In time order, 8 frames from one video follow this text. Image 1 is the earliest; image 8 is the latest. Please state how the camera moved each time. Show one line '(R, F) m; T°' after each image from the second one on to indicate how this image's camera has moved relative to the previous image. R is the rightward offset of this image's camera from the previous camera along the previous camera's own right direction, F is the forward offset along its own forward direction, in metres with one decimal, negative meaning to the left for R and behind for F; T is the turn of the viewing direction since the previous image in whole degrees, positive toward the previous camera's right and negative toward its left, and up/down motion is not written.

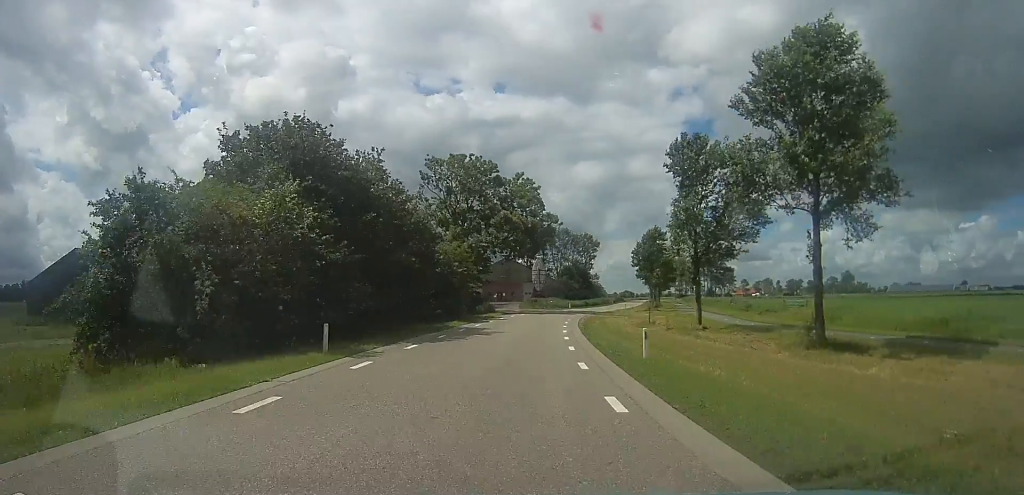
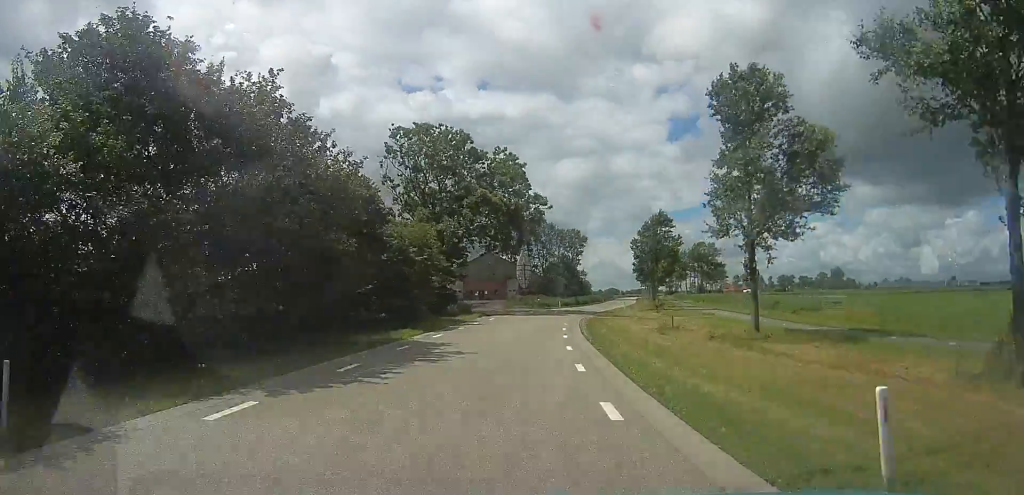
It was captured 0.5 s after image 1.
(+0.4, +8.3) m; +3°
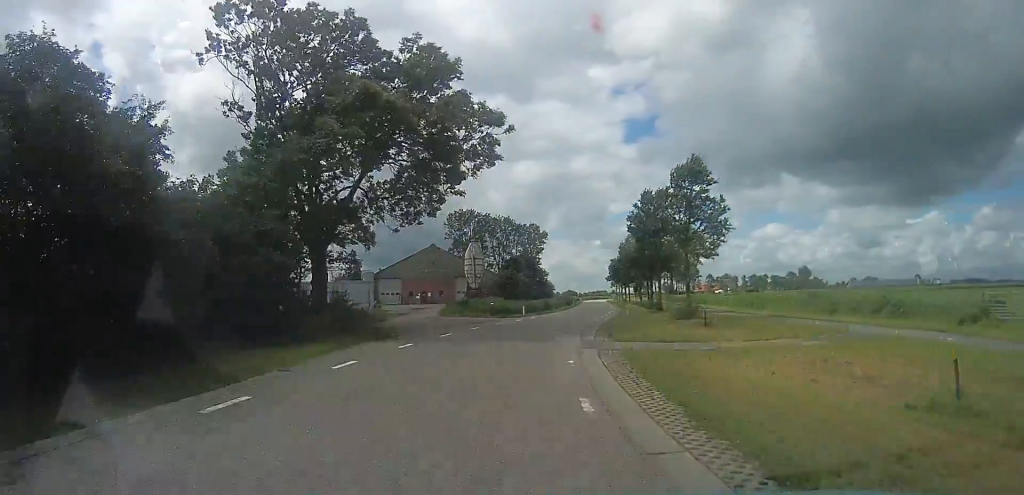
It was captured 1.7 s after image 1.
(+1.2, +19.5) m; +4°
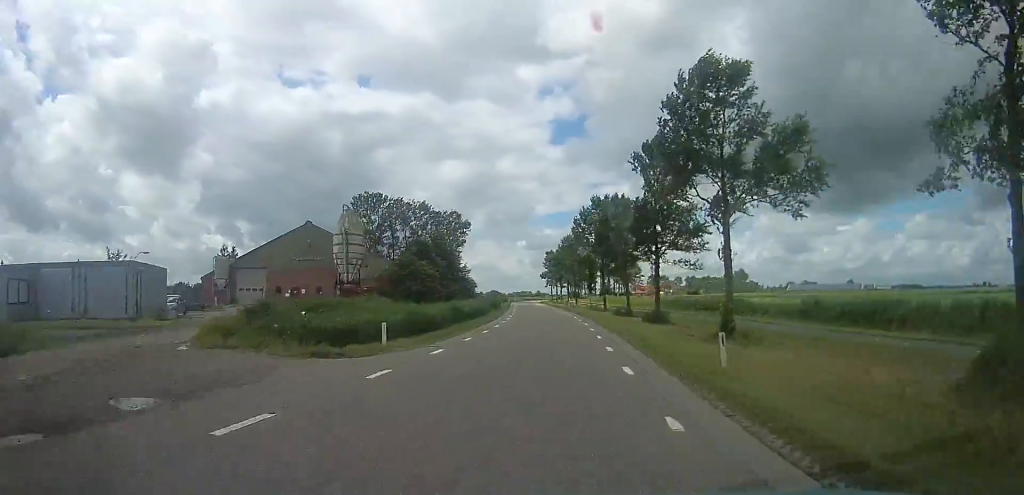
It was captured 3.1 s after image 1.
(+0.1, +24.7) m; +5°
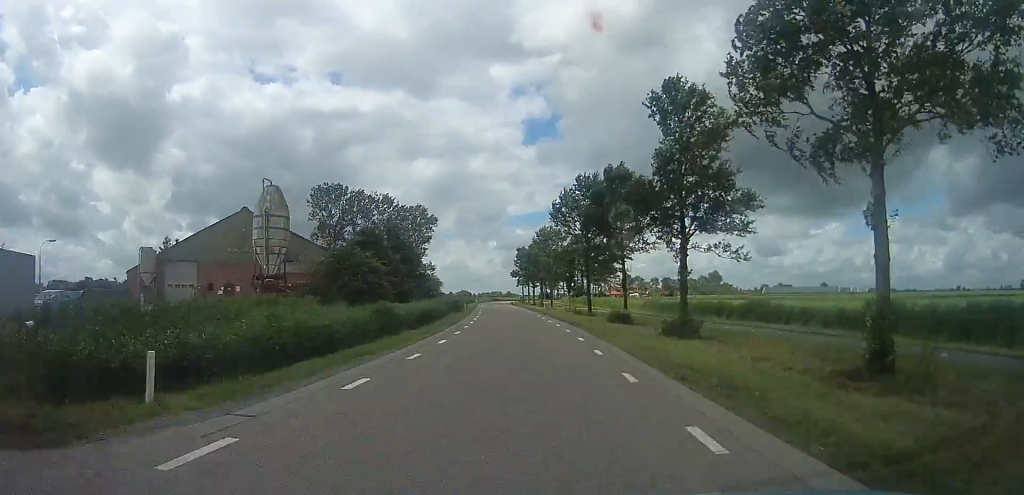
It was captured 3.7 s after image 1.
(+0.7, +9.1) m; +2°
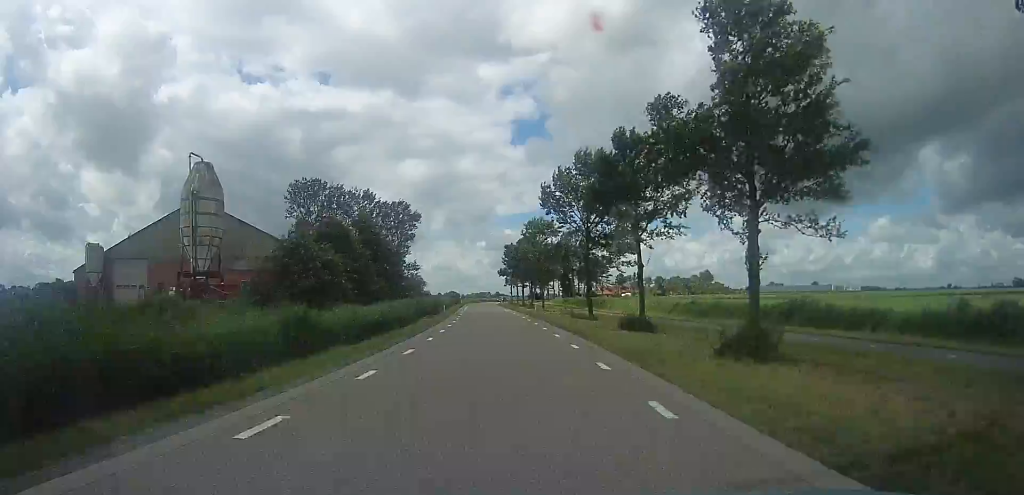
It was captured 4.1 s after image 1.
(+0.3, +6.9) m; +2°
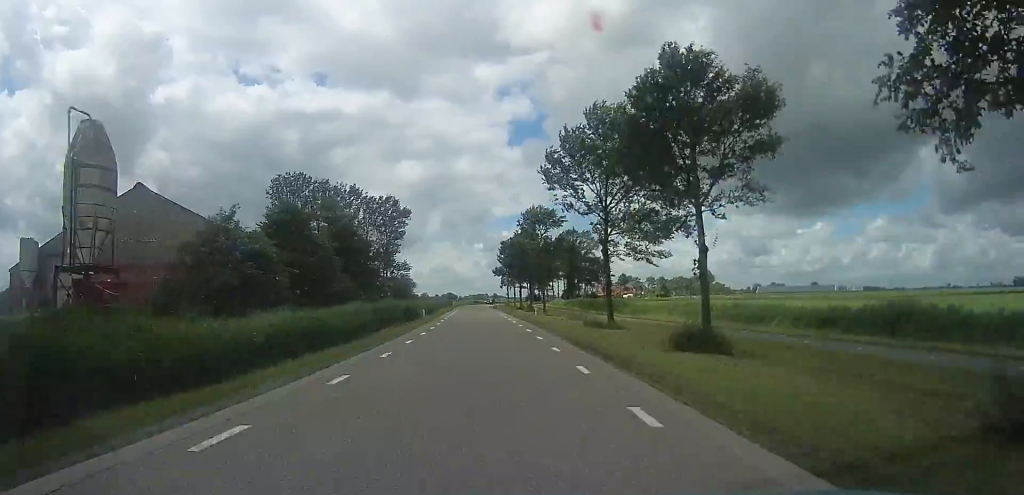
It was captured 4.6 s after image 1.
(0.0, +8.7) m; 0°
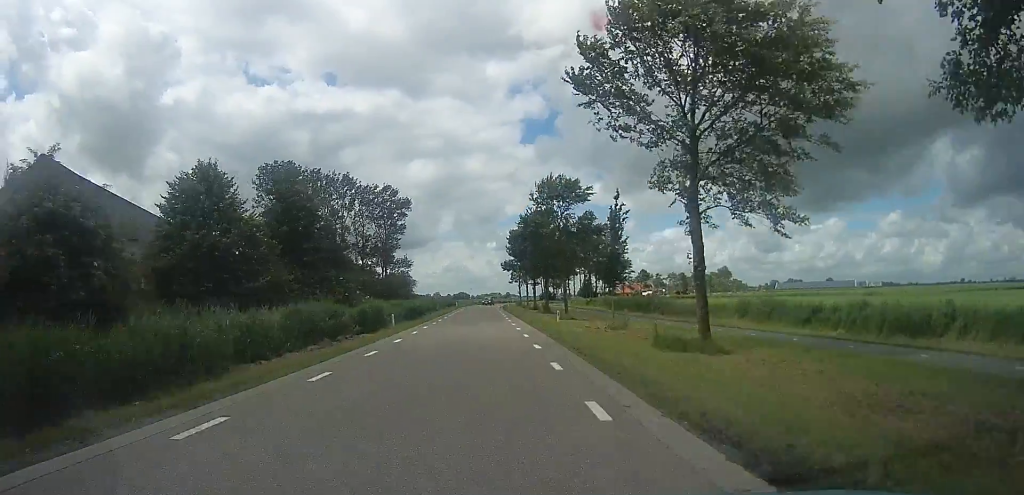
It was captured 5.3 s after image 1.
(-0.1, +12.2) m; 0°
